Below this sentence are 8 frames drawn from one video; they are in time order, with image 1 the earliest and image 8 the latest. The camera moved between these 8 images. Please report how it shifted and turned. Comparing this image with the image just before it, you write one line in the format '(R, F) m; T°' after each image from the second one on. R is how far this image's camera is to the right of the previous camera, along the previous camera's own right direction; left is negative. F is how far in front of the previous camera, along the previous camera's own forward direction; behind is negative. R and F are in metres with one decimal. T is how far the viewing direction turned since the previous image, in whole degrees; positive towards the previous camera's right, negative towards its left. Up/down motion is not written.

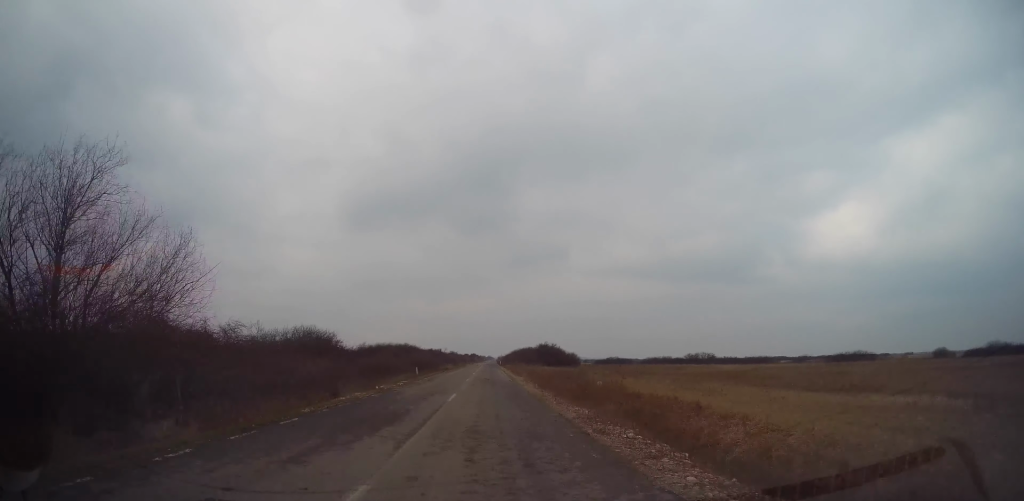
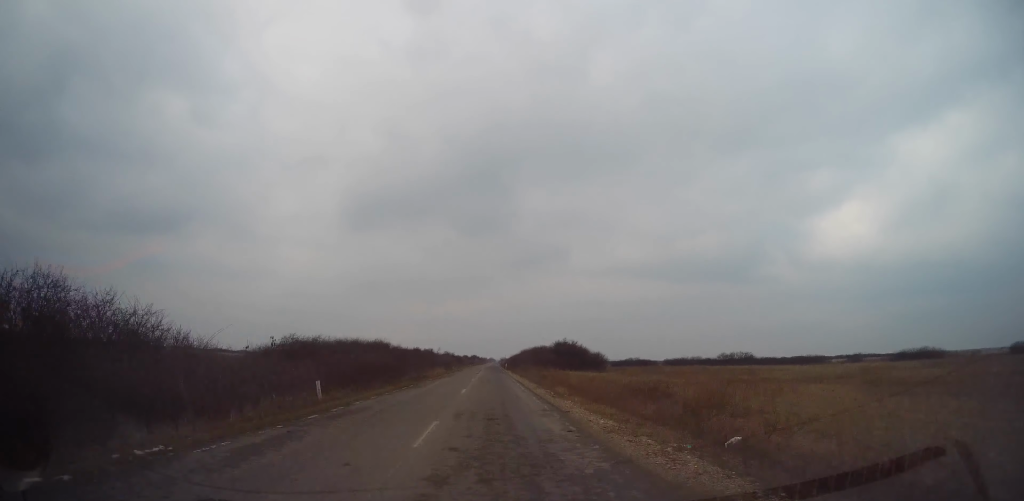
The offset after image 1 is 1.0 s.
(+0.1, +21.2) m; 0°
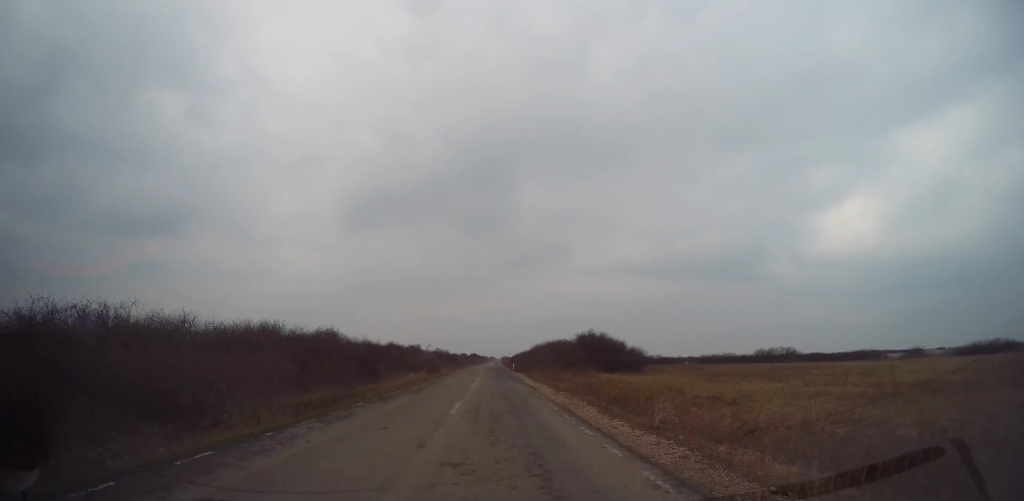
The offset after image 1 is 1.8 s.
(+0.1, +18.8) m; 0°
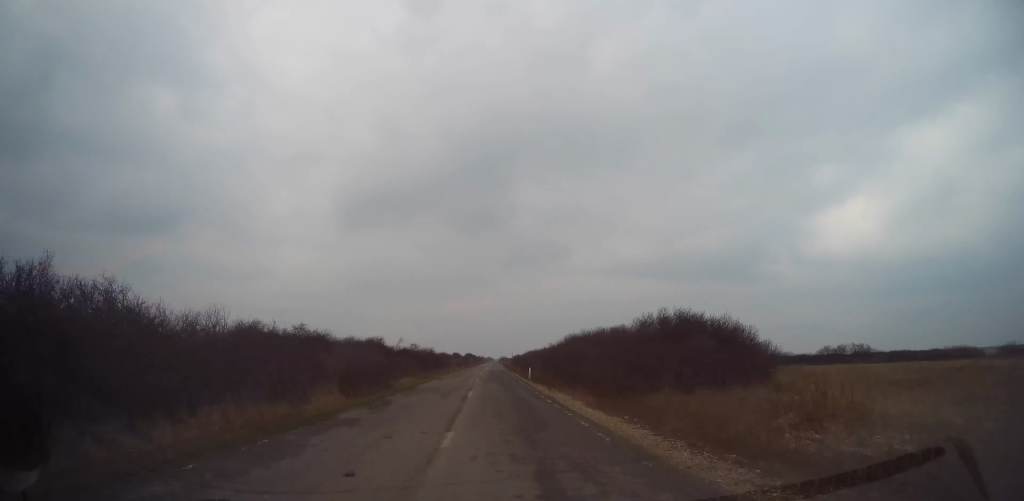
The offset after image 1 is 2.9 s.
(-0.1, +24.6) m; 0°
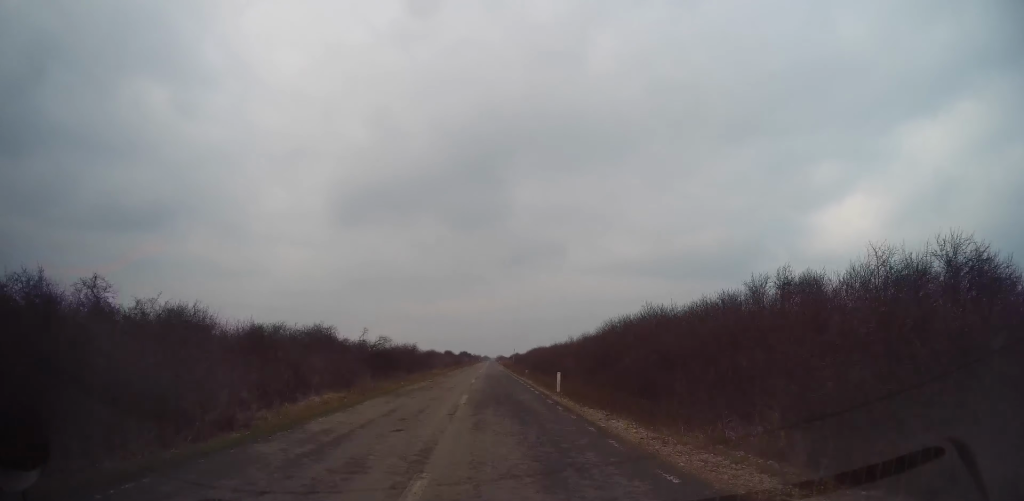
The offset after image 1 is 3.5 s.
(-0.1, +14.9) m; 0°
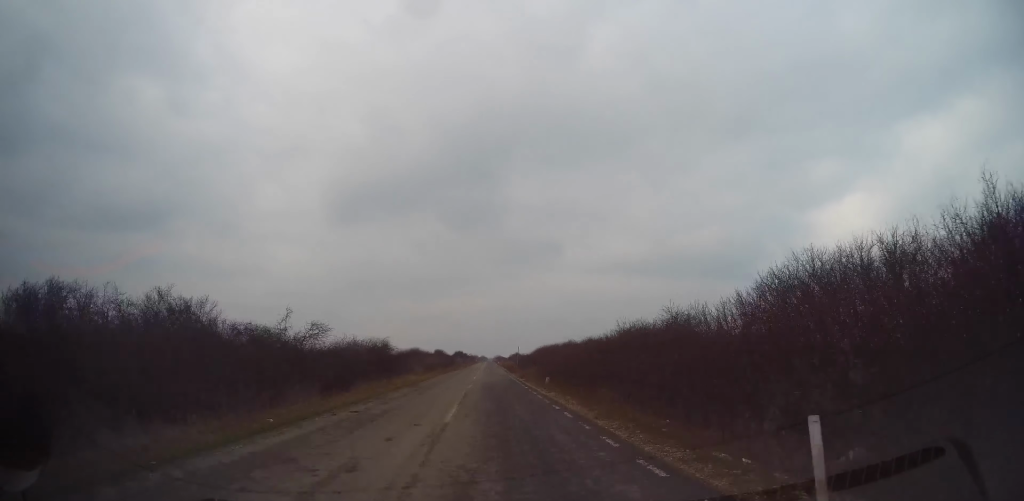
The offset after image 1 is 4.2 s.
(+0.3, +15.9) m; 0°
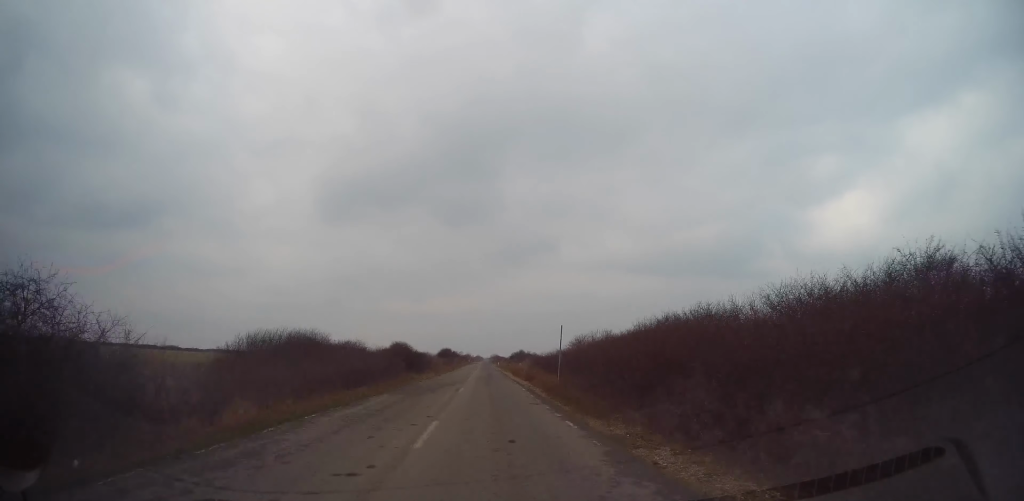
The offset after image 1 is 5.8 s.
(-0.1, +38.6) m; 0°
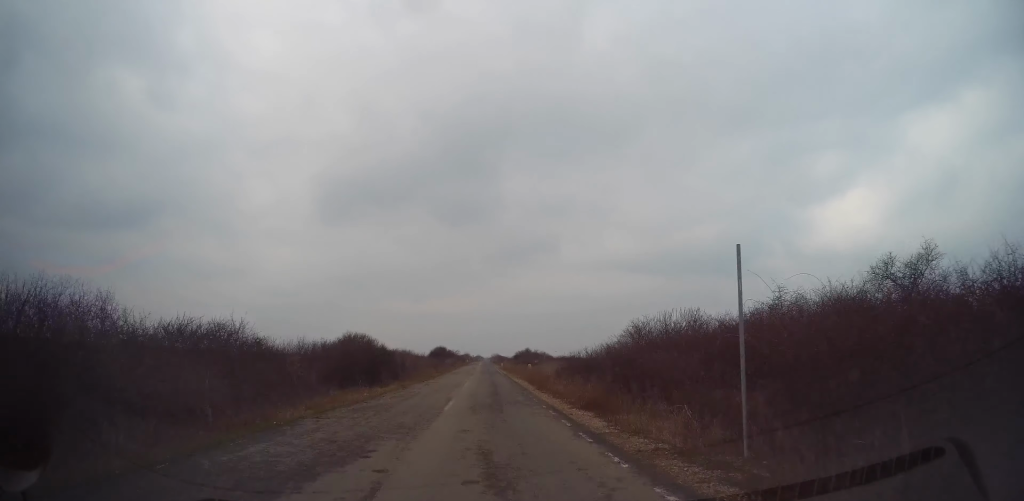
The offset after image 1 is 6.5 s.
(+0.2, +17.9) m; +1°
